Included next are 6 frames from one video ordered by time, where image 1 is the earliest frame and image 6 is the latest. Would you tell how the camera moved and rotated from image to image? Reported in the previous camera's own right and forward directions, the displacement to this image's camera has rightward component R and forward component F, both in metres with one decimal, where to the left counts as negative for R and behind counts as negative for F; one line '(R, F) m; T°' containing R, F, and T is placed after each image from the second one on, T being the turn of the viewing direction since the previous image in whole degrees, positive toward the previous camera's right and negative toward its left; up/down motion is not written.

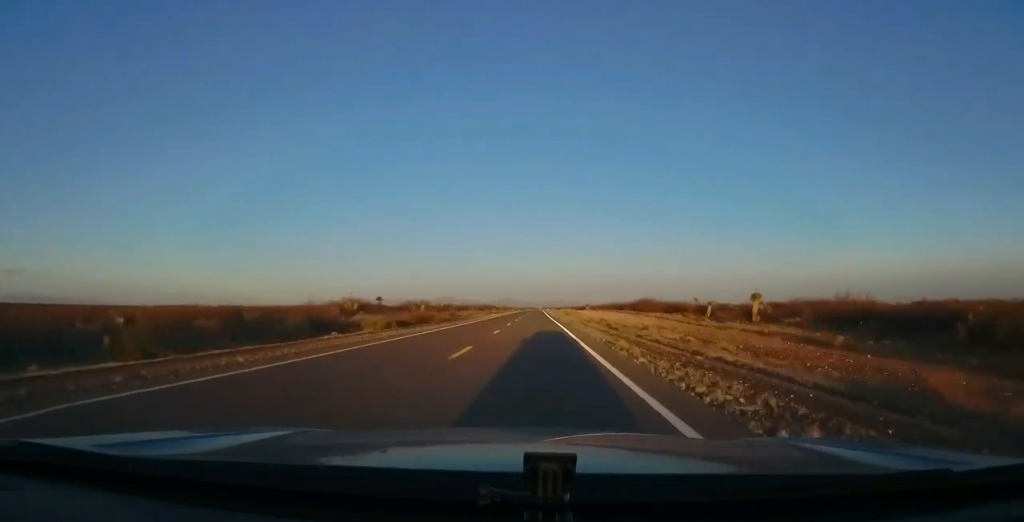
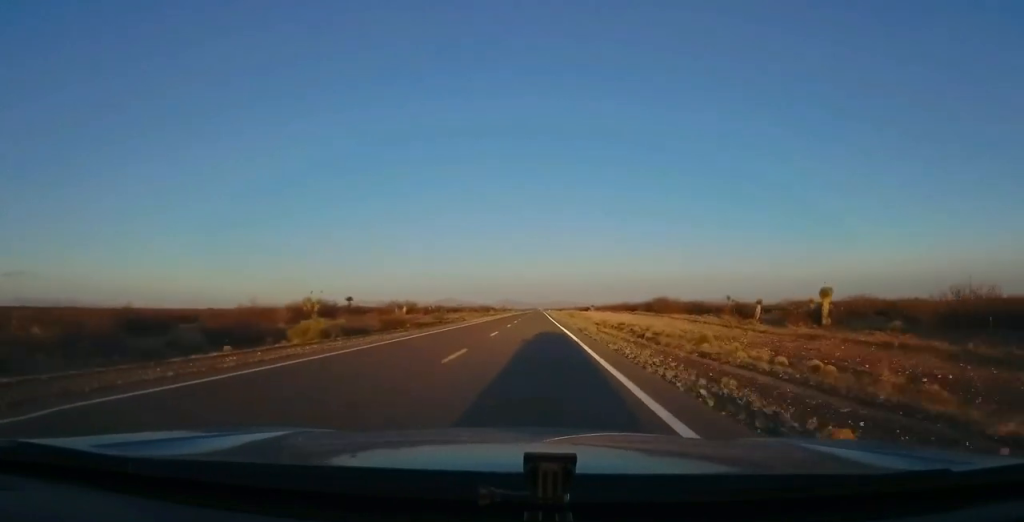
(+0.3, +12.6) m; 0°
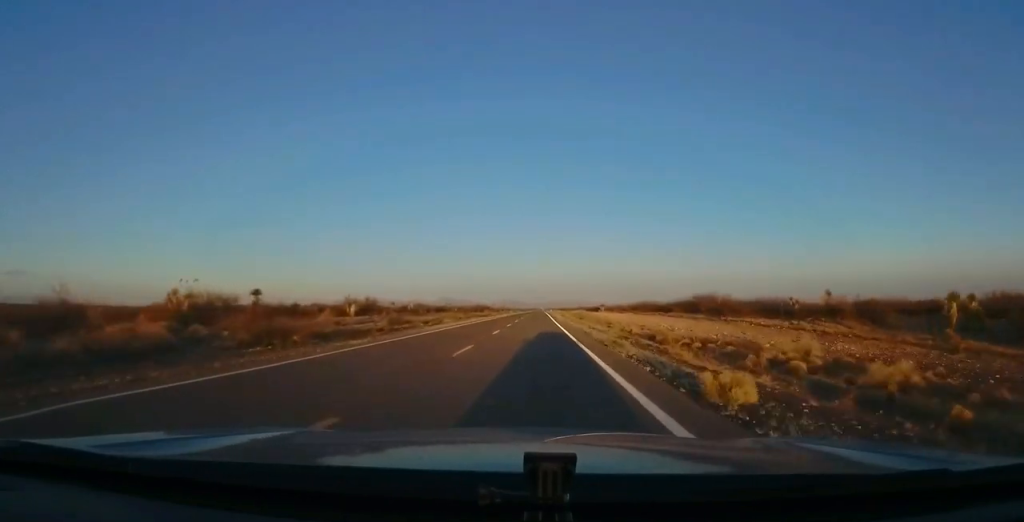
(-0.4, +22.3) m; -1°
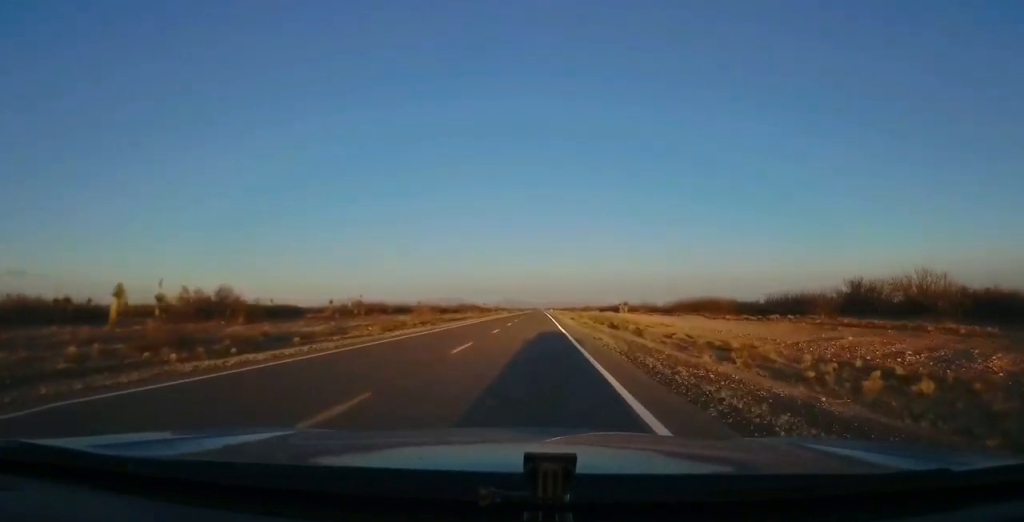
(-0.1, +34.0) m; 0°
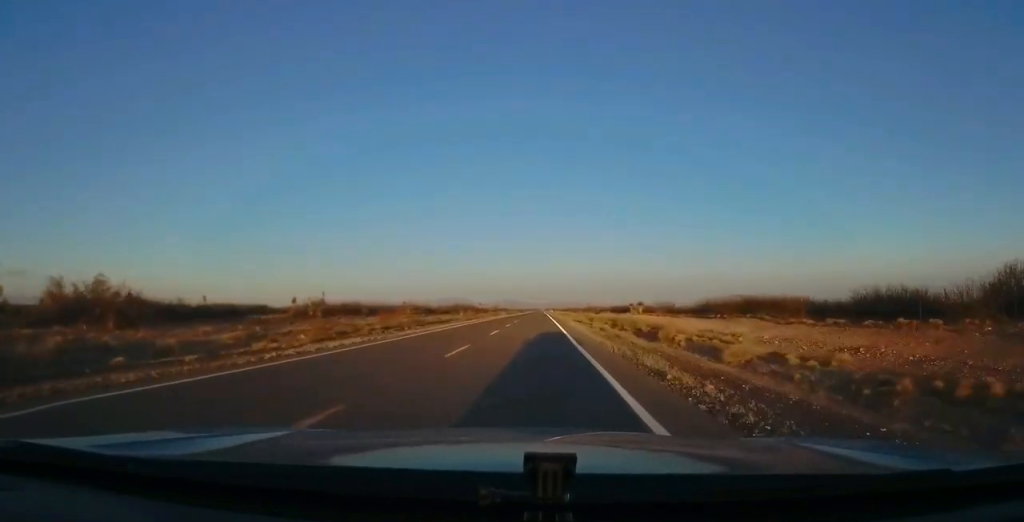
(0.0, +12.7) m; 0°
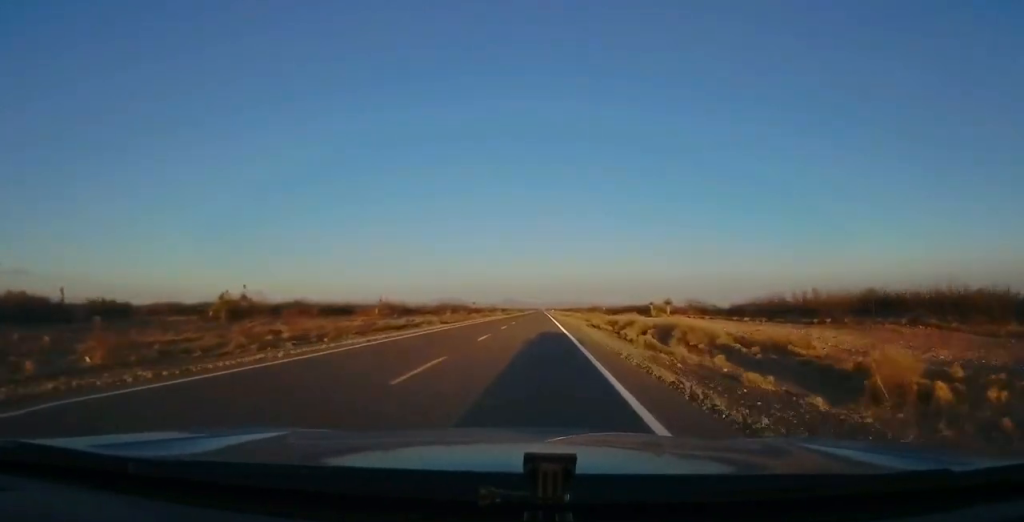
(0.0, +16.5) m; 0°
